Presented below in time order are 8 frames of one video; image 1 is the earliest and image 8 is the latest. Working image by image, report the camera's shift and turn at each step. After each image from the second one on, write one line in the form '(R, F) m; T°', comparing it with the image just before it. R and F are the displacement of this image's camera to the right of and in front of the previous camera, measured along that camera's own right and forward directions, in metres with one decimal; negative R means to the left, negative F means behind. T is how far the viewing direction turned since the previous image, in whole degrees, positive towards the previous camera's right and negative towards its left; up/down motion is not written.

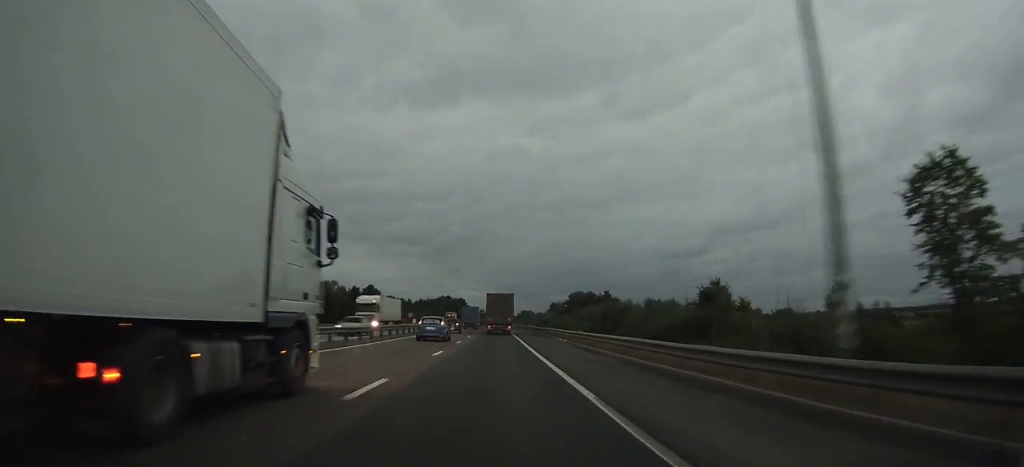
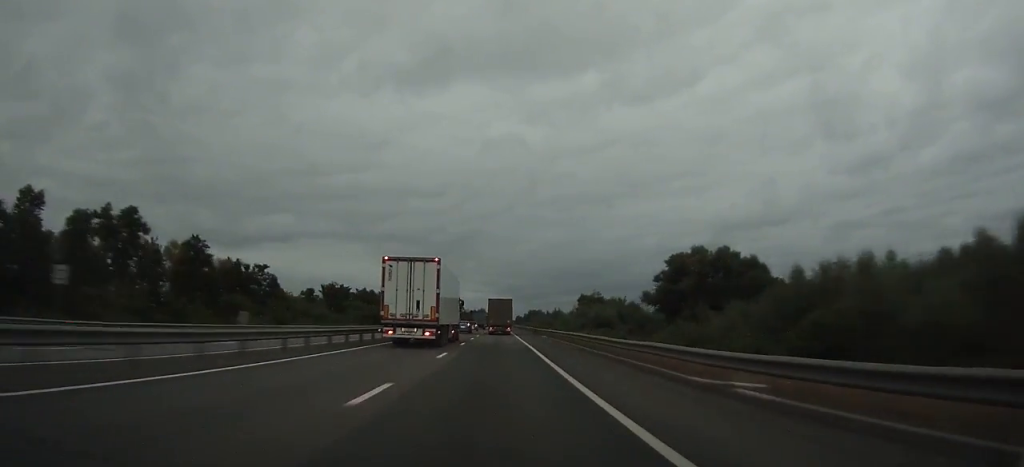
(+0.3, +119.3) m; 0°
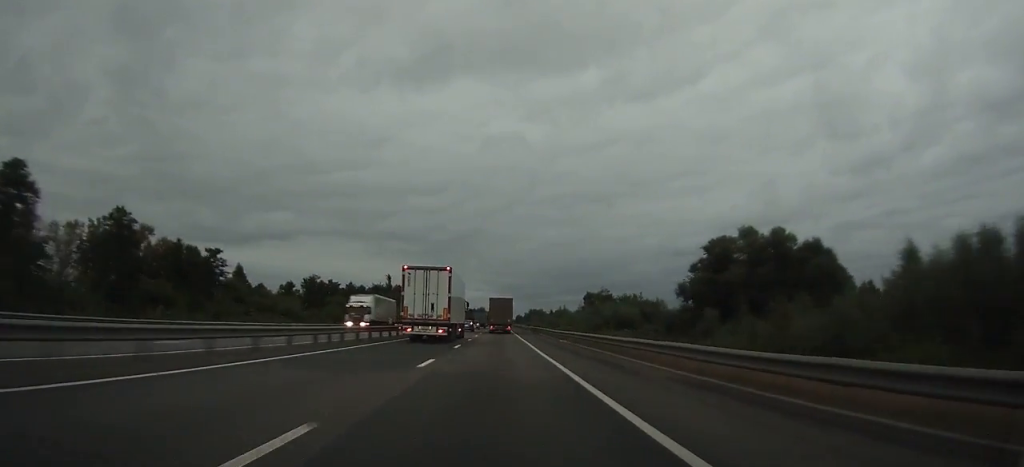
(-0.1, +17.0) m; 0°
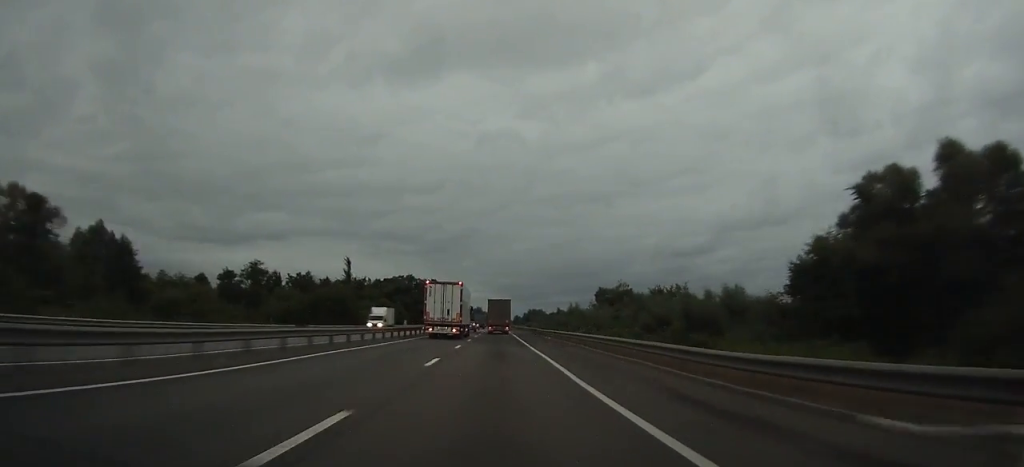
(0.0, +34.2) m; 0°
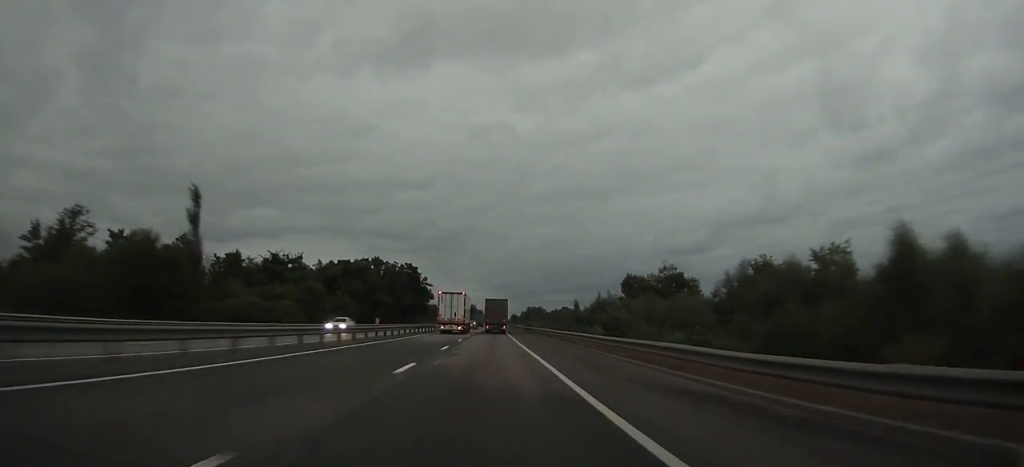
(0.0, +50.5) m; 0°
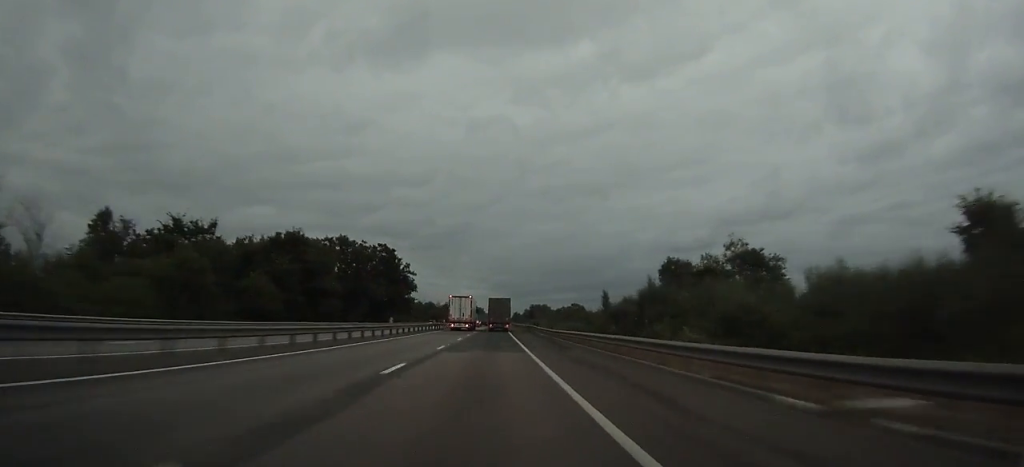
(0.0, +36.3) m; 0°
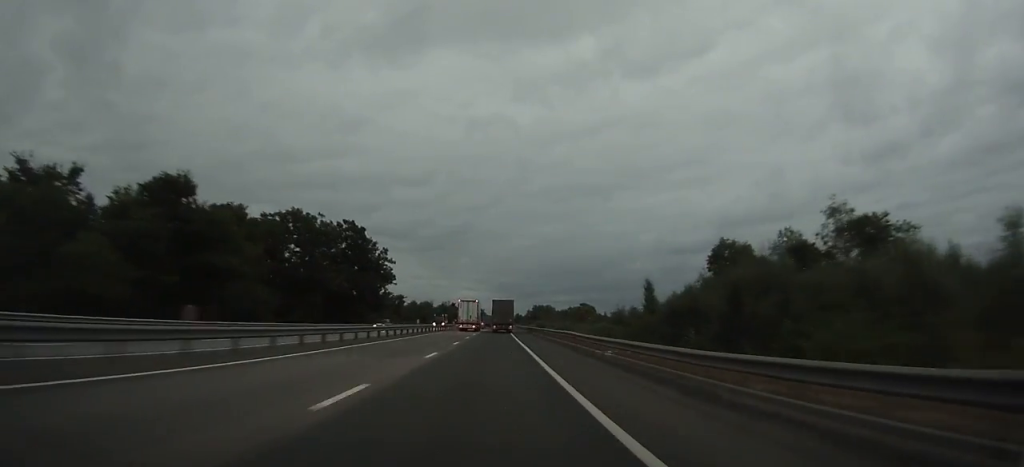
(+0.1, +29.2) m; 0°
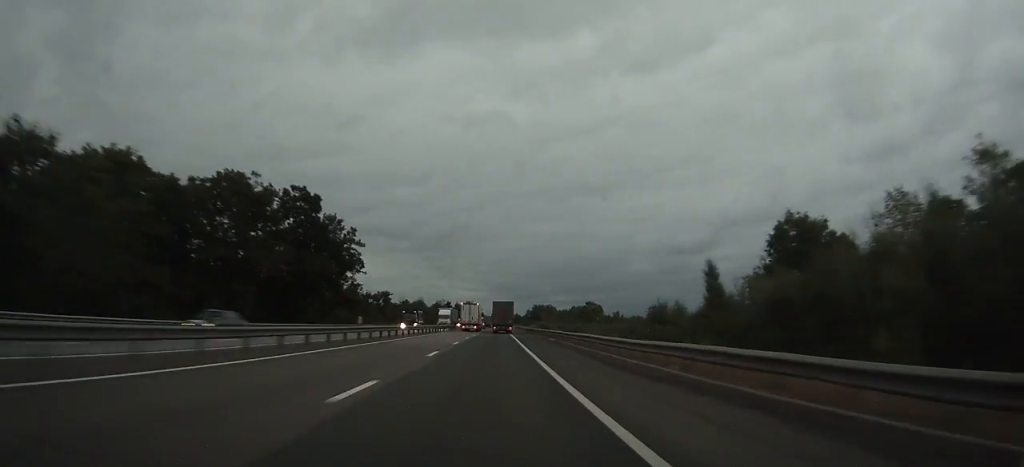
(-0.1, +23.2) m; 0°
